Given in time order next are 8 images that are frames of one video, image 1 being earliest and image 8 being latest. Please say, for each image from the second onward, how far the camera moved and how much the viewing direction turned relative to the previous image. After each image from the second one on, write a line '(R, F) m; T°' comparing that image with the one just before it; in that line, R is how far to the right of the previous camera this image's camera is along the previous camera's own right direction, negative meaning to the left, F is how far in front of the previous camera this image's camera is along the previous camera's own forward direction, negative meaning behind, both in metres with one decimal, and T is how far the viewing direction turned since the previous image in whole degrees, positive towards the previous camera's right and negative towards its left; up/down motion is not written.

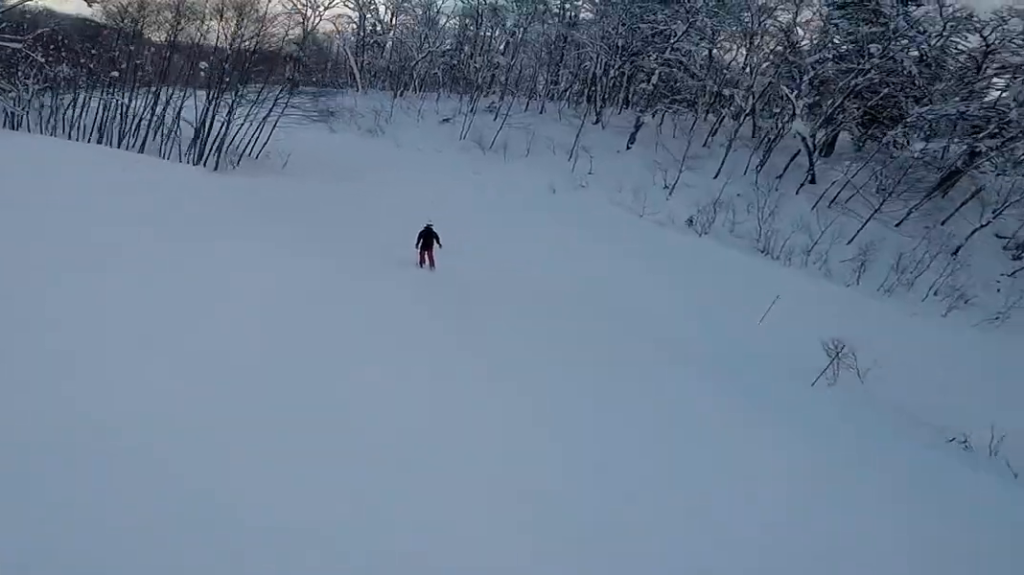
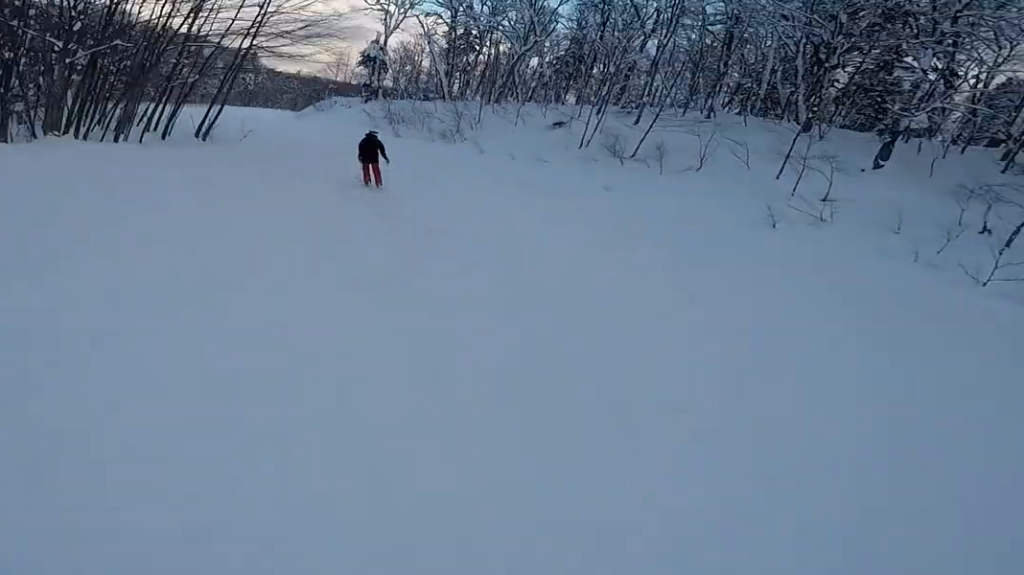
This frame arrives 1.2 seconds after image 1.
(-1.9, +16.4) m; -15°
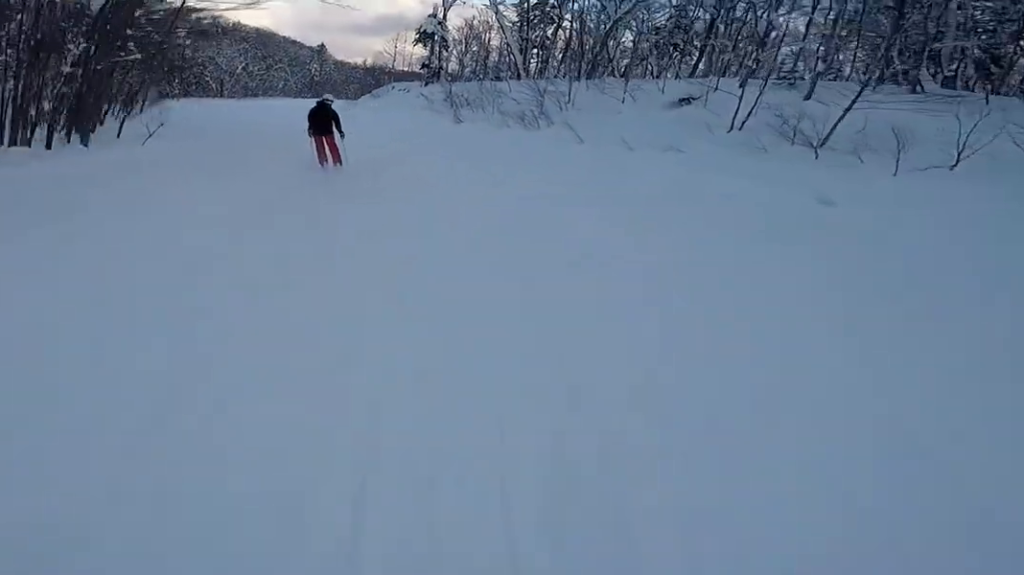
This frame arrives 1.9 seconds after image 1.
(-0.9, +9.1) m; -6°
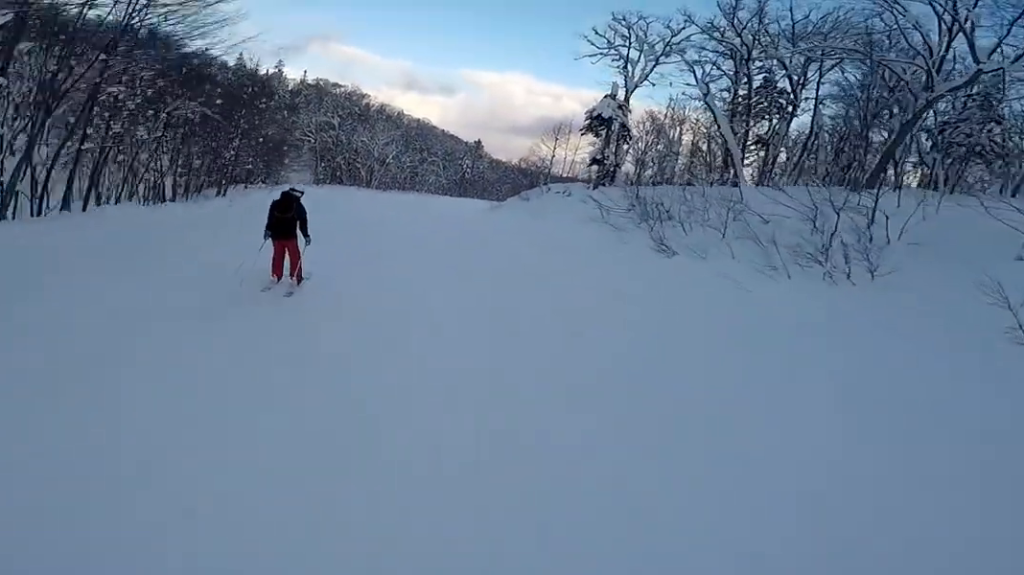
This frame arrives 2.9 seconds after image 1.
(-0.8, +13.6) m; -8°
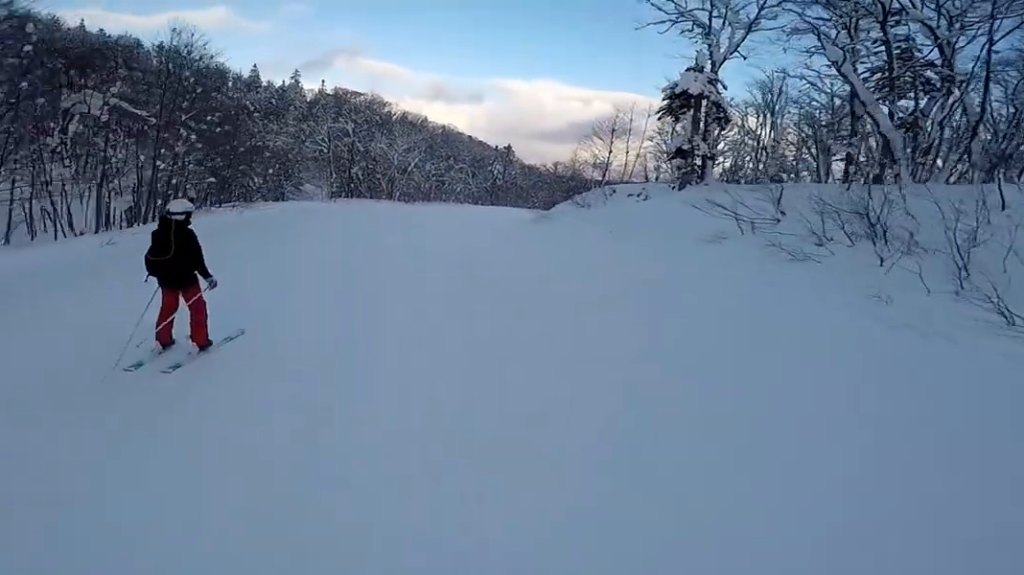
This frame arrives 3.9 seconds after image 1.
(-1.0, +11.5) m; -10°
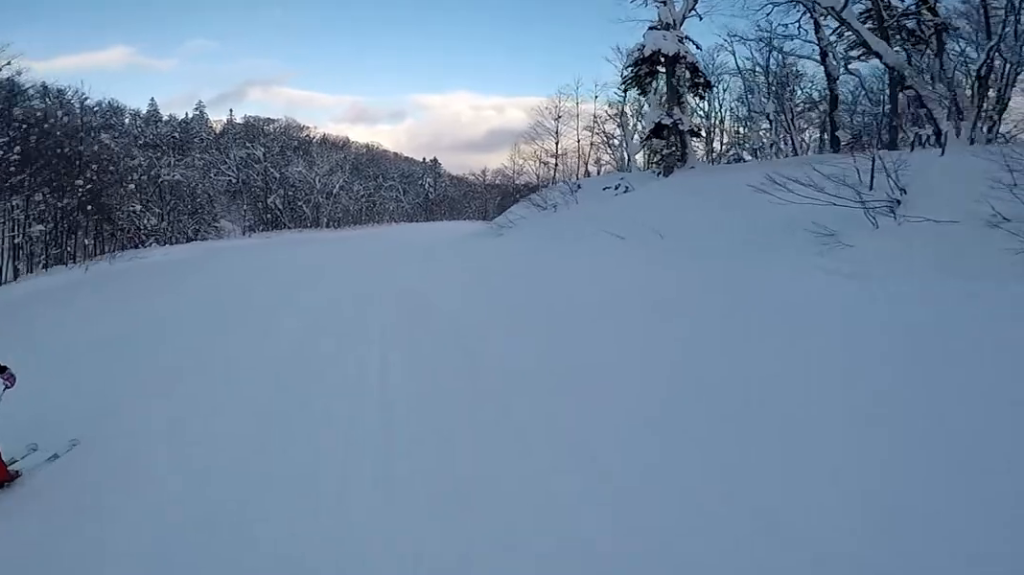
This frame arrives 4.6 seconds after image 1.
(-0.8, +8.7) m; -6°
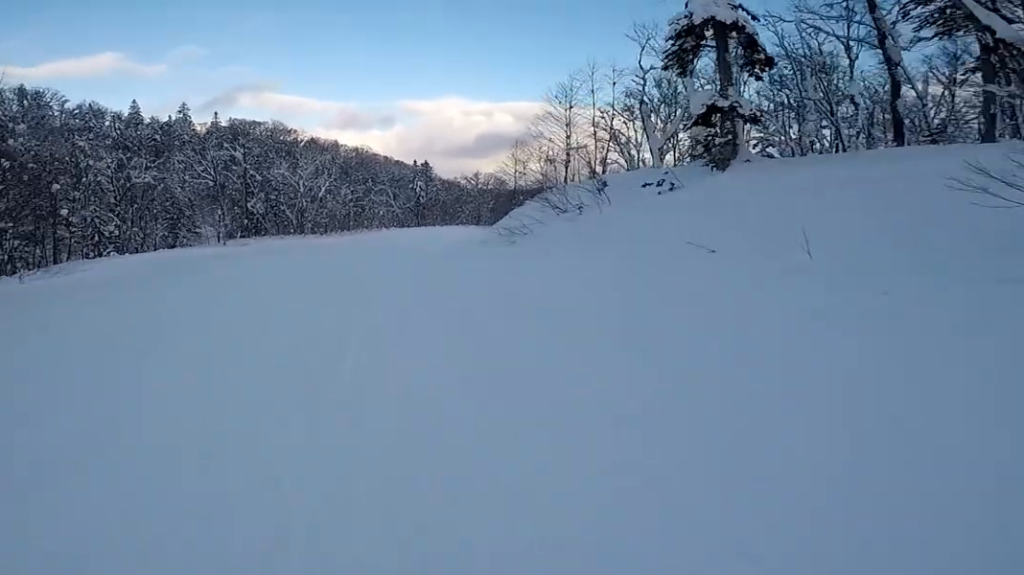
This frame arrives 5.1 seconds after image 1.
(-0.1, +5.9) m; 0°
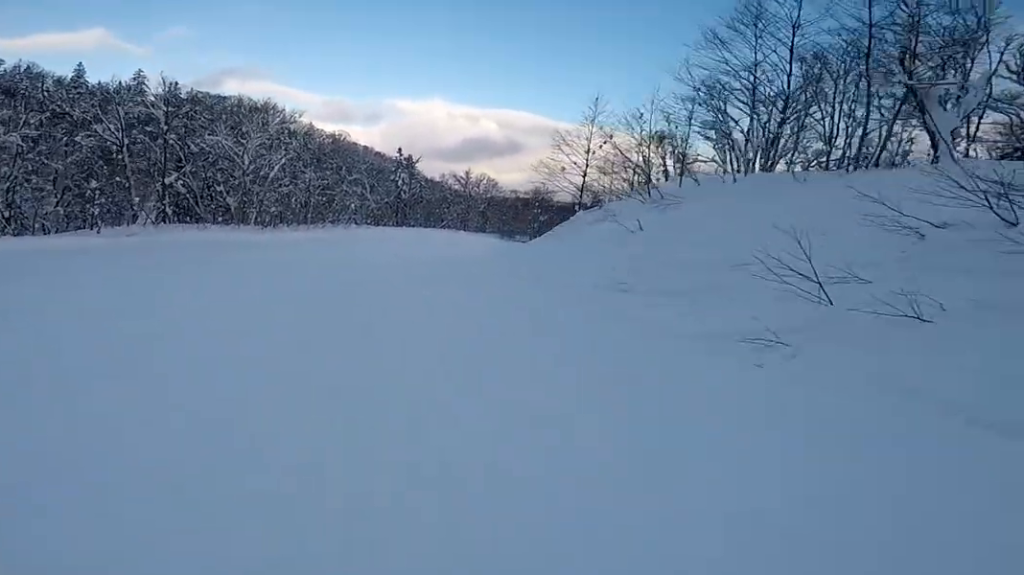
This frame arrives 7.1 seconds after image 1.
(+0.8, +21.6) m; +8°
